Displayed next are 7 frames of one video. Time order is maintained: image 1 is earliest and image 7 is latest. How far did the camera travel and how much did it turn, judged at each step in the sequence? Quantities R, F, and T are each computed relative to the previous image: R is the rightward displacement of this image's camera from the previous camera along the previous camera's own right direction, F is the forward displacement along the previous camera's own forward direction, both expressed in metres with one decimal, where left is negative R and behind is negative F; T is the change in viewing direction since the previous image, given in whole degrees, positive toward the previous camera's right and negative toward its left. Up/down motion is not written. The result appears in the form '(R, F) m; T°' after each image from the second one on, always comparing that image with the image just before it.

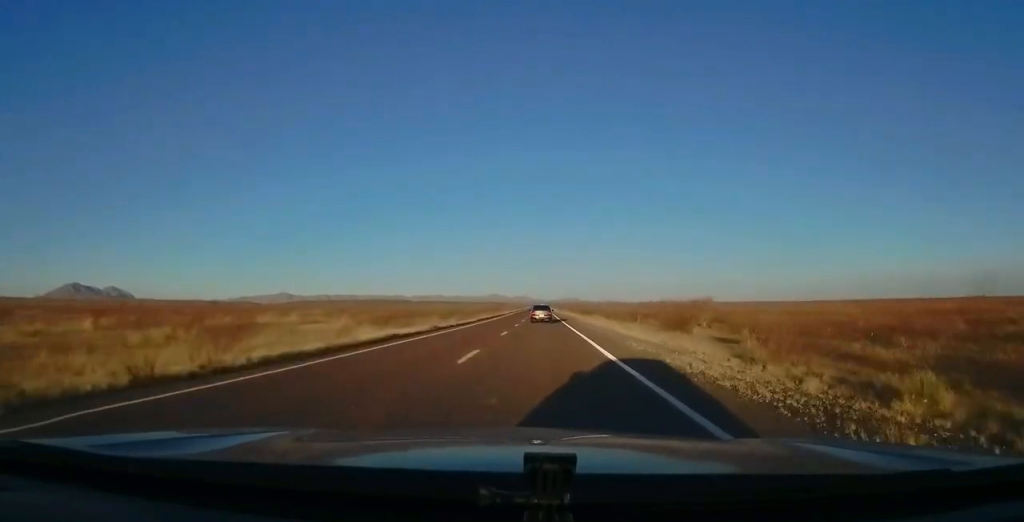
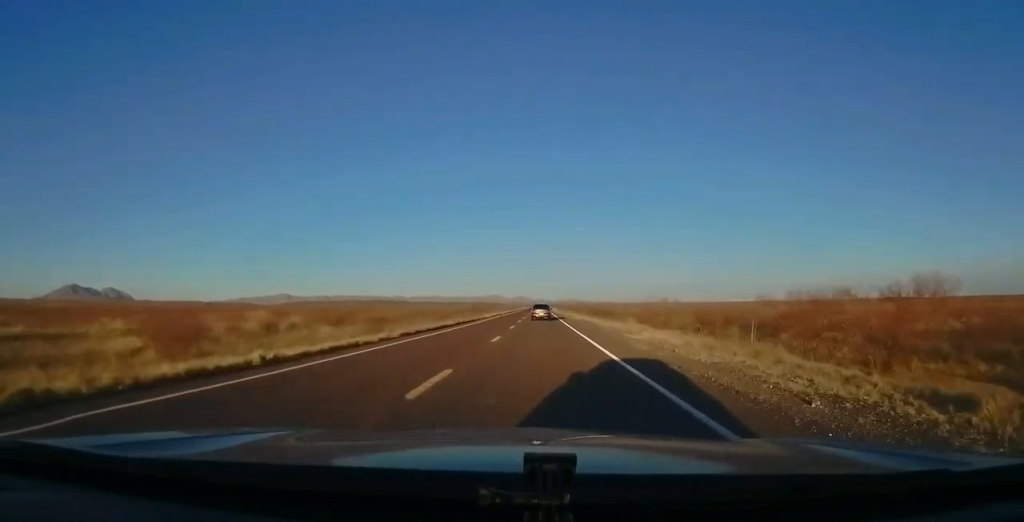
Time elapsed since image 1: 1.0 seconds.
(0.0, +28.9) m; +1°
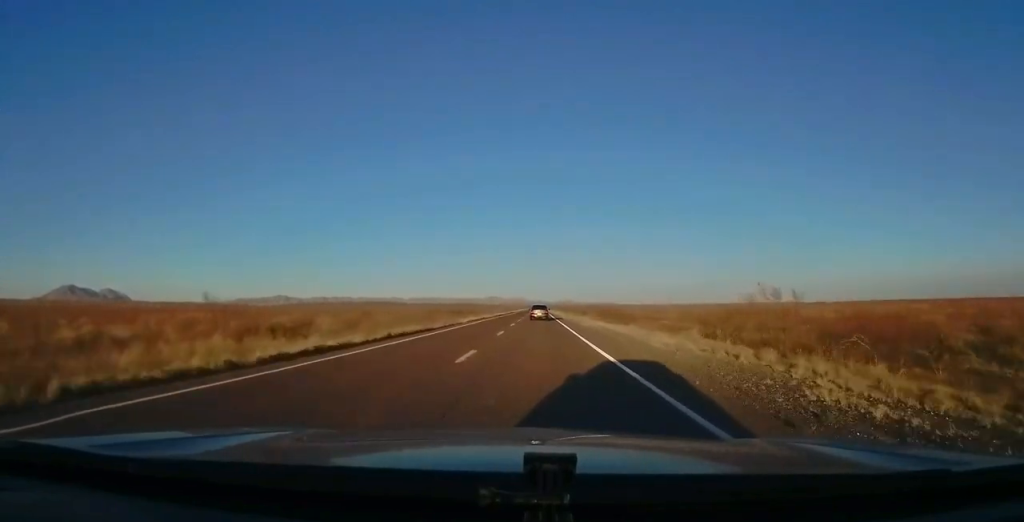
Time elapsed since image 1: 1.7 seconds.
(+0.1, +19.3) m; 0°
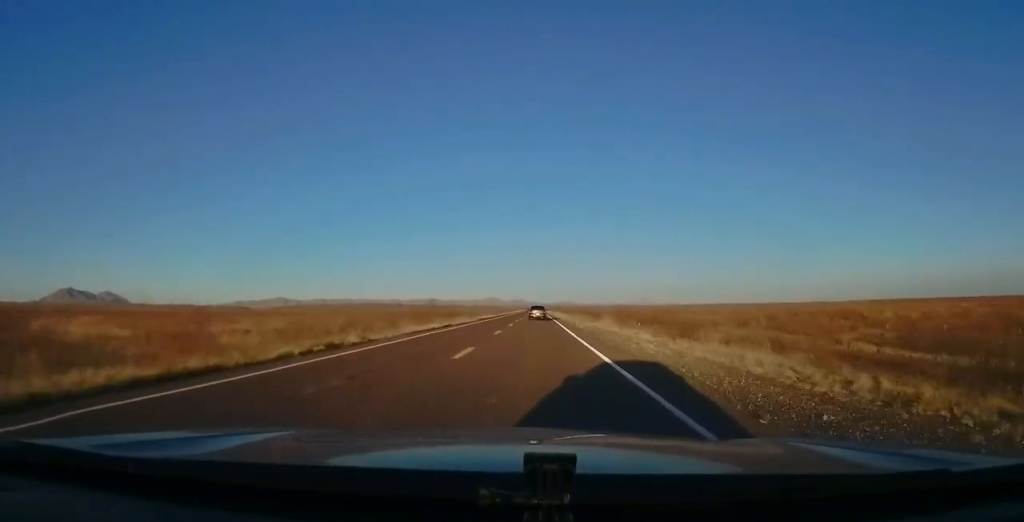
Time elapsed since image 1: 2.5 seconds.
(+0.2, +23.1) m; 0°
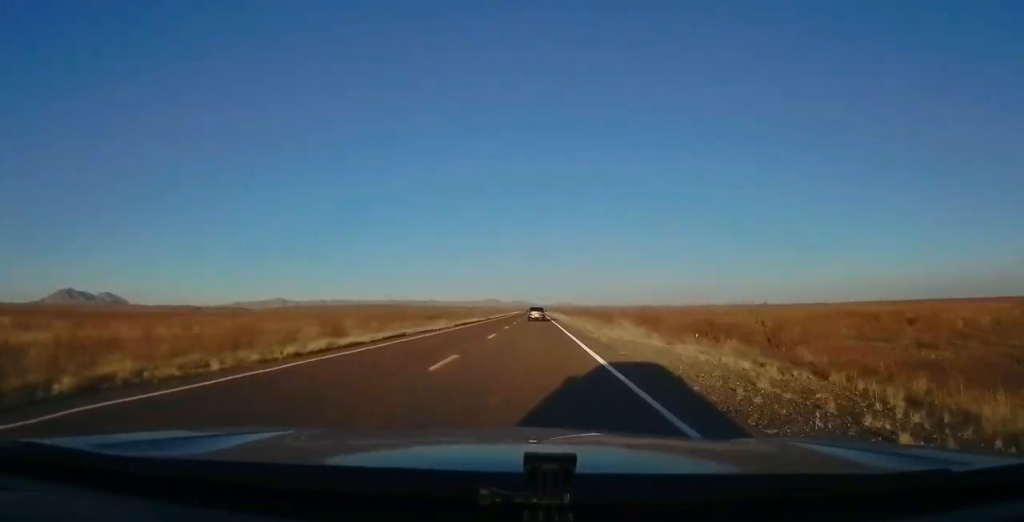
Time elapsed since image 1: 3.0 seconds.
(-0.2, +14.5) m; 0°
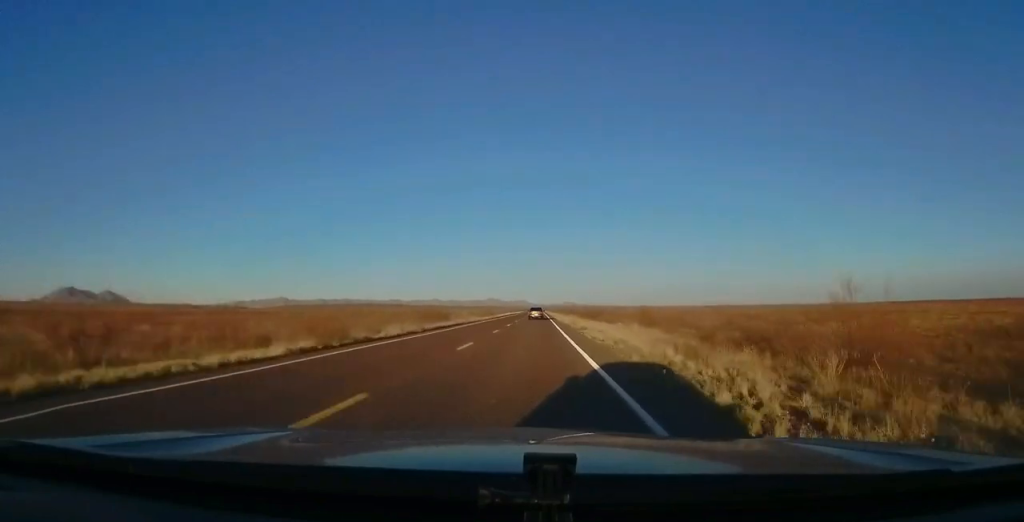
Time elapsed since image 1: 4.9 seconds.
(+0.5, +55.3) m; +1°
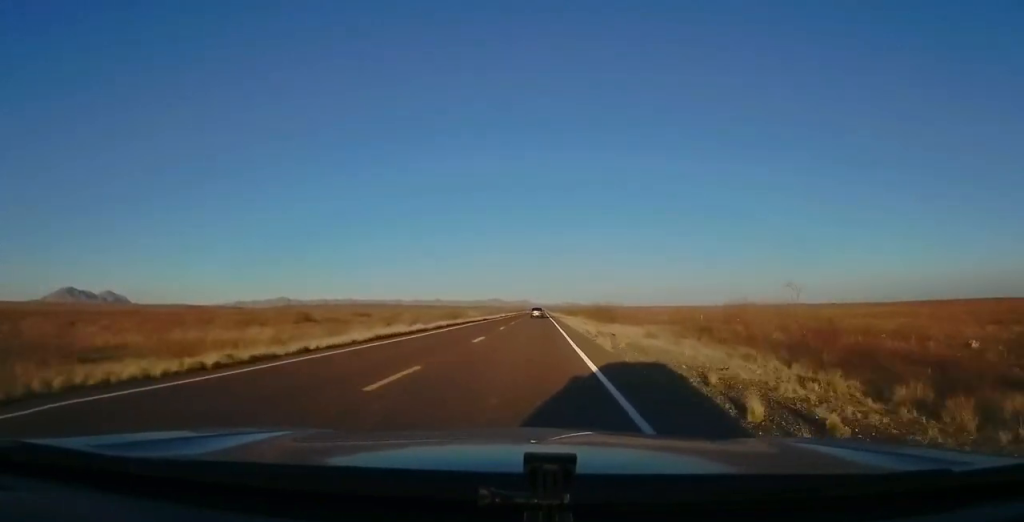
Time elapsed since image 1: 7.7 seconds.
(-0.8, +81.2) m; 0°
